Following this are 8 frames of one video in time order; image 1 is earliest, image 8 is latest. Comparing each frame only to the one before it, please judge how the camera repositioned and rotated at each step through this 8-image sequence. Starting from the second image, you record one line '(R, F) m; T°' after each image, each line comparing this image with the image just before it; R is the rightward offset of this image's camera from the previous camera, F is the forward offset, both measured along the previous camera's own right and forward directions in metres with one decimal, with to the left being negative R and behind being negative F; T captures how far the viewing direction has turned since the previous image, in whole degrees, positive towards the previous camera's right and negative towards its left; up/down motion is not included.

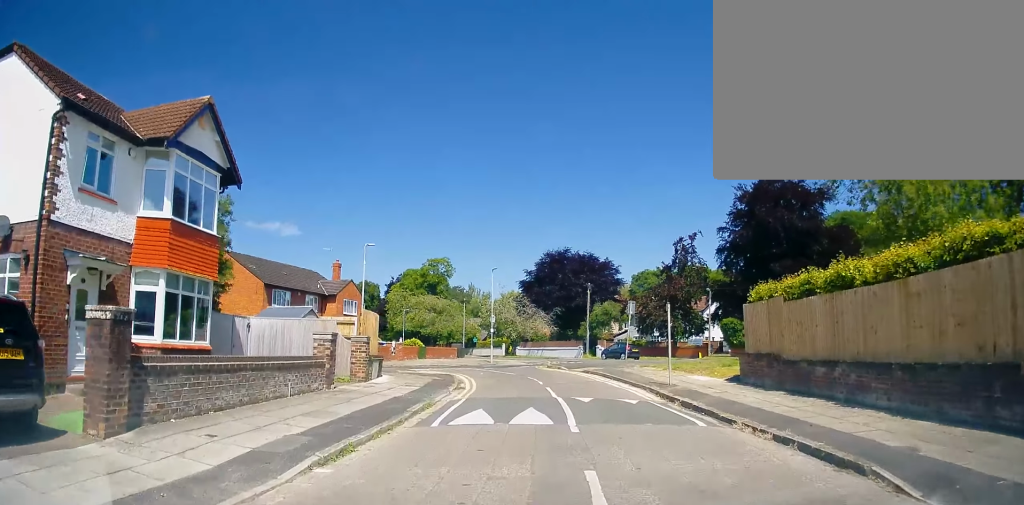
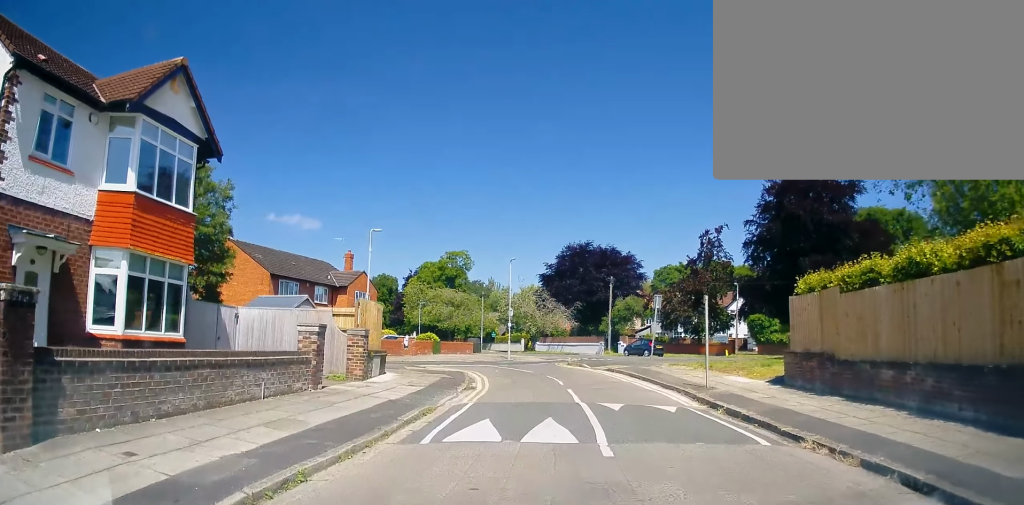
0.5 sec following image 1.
(-0.1, +2.1) m; -2°
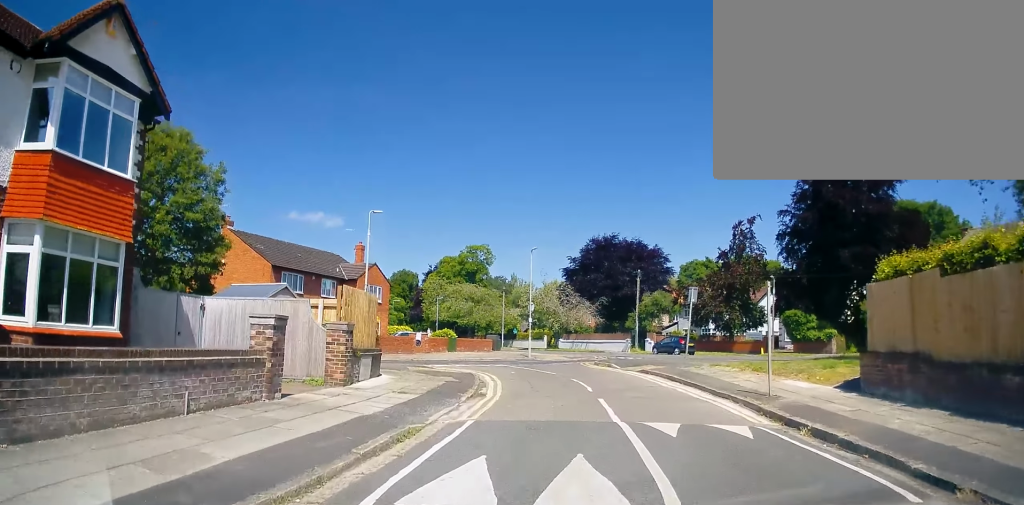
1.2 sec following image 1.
(-0.1, +3.2) m; -3°
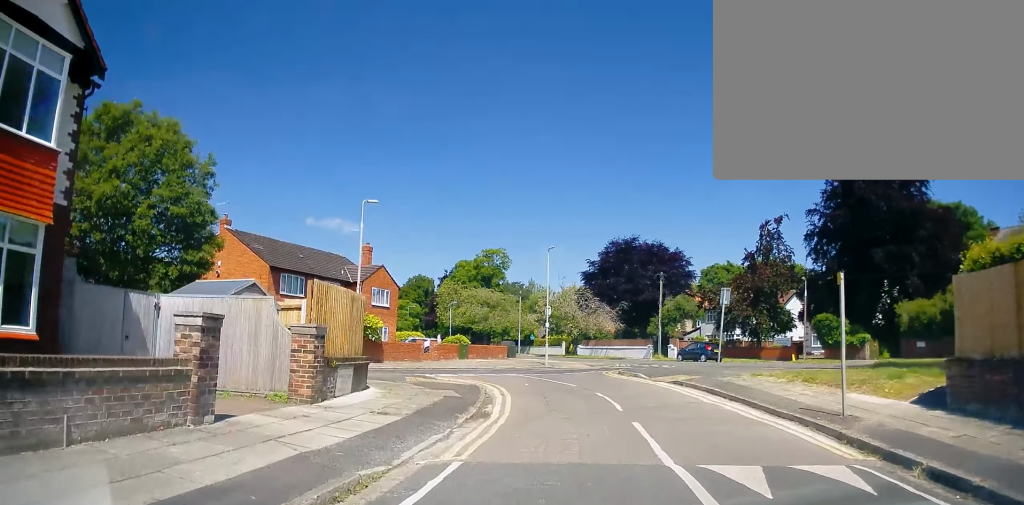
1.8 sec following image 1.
(0.0, +2.7) m; -1°
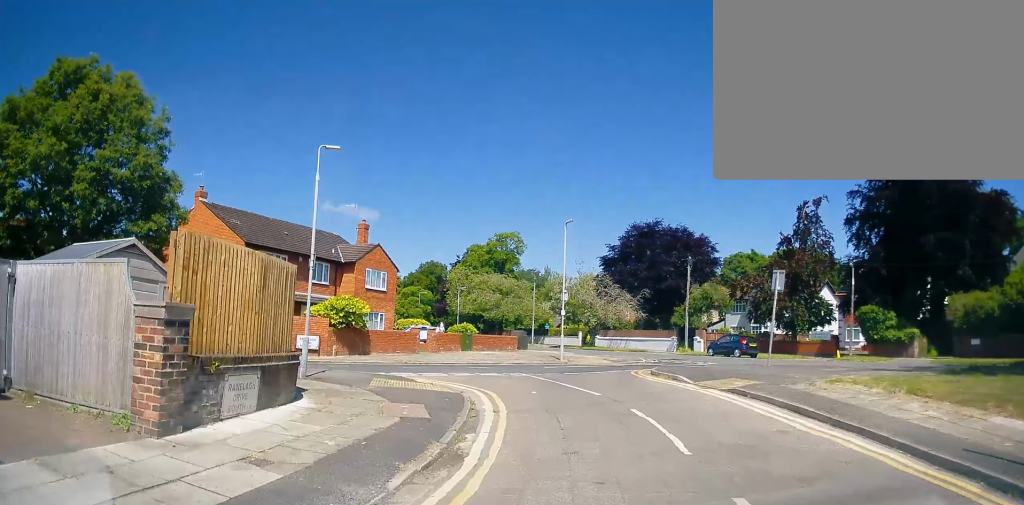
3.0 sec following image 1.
(-0.2, +5.0) m; +2°
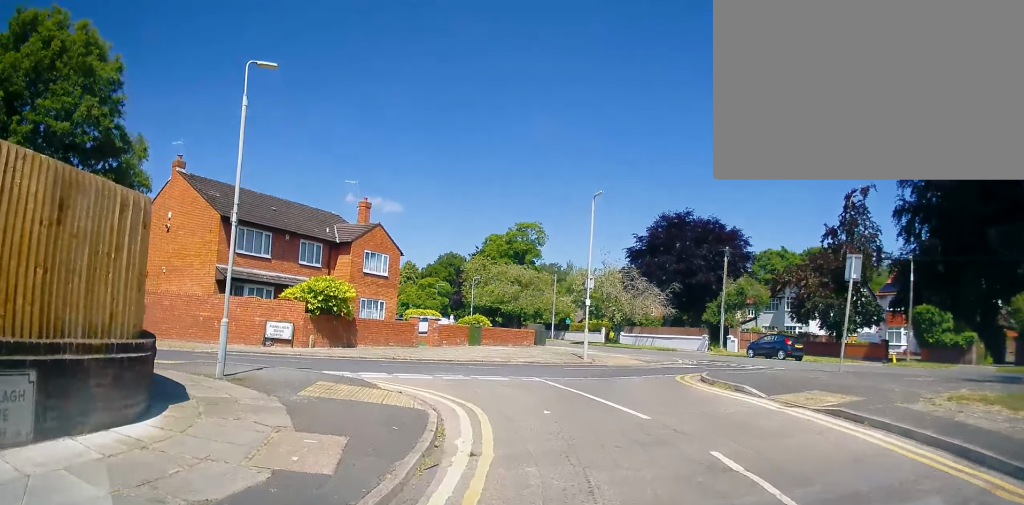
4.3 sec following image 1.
(+0.2, +4.4) m; -2°
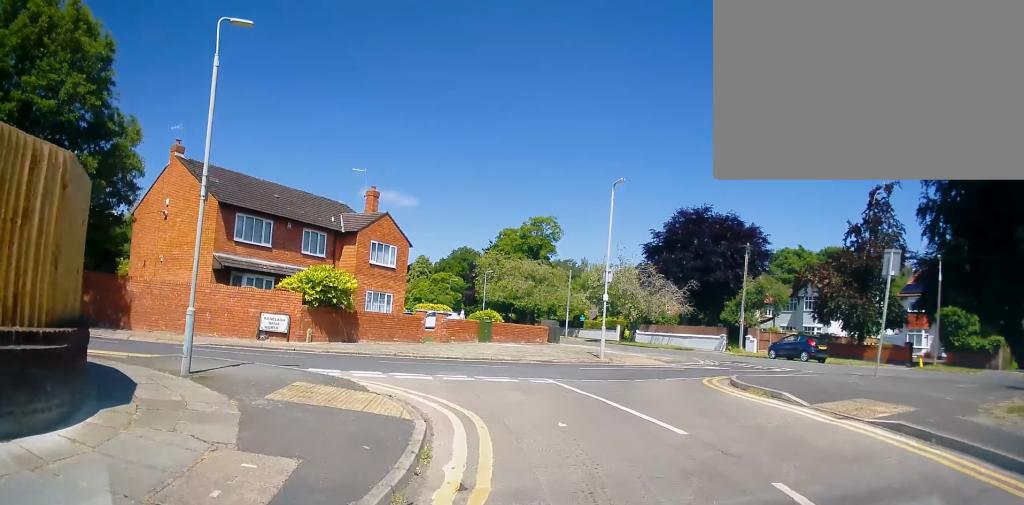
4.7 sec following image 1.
(-0.1, +1.4) m; -4°
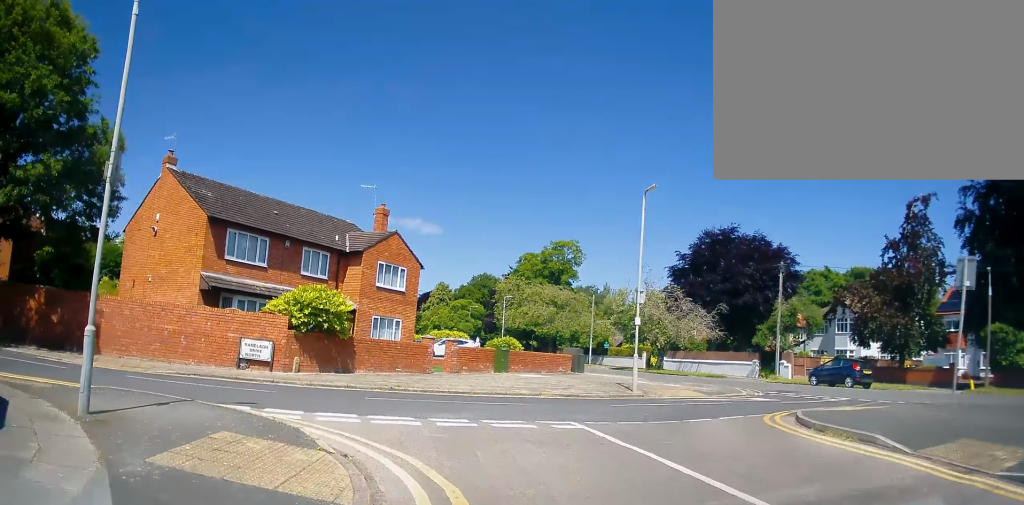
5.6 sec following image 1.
(-0.2, +2.7) m; -5°
